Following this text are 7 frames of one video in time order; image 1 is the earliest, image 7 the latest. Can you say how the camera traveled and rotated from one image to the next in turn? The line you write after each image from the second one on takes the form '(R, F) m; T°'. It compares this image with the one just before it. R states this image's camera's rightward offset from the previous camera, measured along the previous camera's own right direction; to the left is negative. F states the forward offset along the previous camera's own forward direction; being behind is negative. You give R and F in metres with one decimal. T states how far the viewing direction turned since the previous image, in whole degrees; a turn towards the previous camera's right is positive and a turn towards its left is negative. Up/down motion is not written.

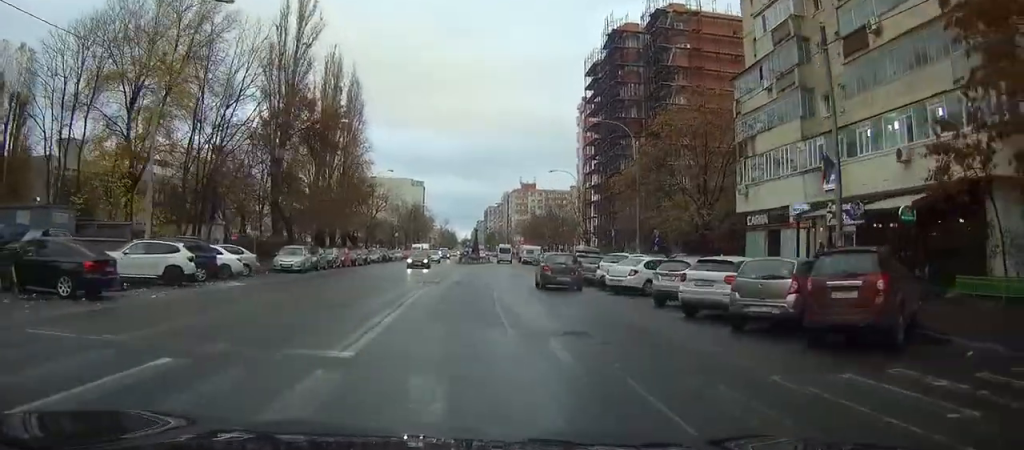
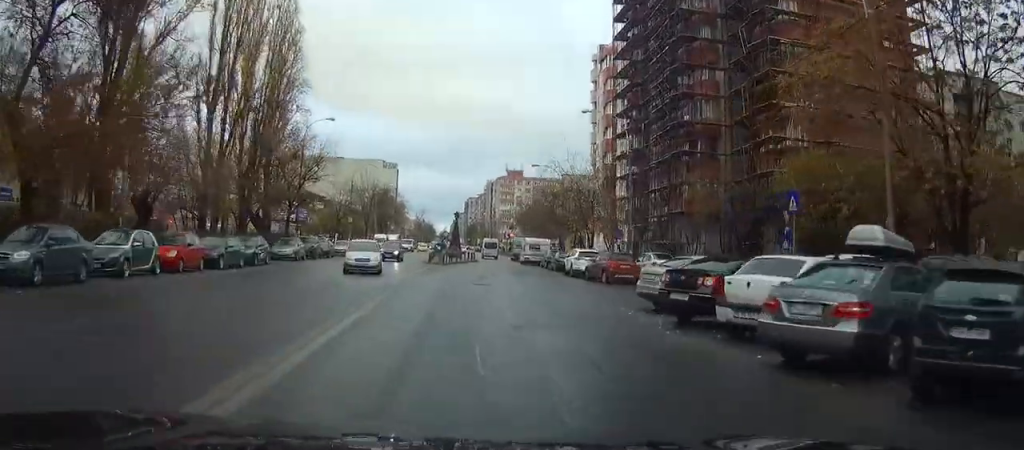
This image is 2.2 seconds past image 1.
(+0.4, +29.9) m; +2°
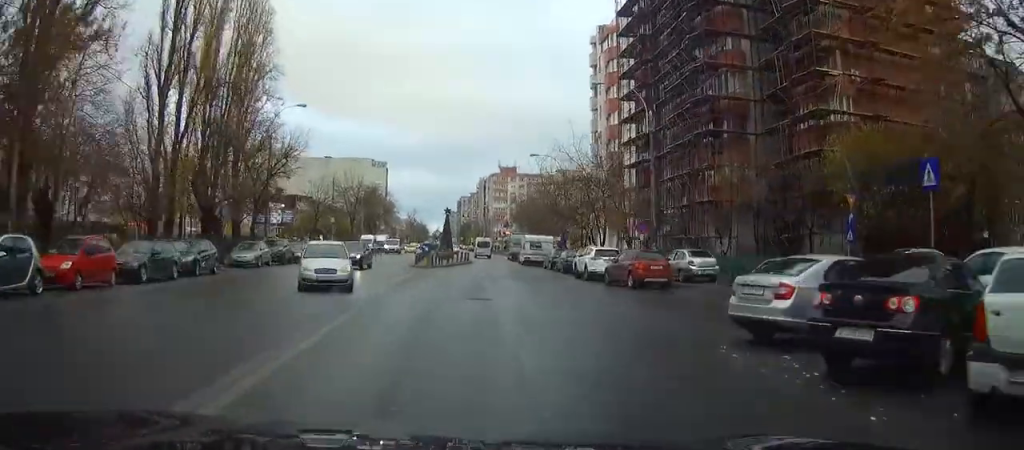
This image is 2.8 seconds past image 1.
(+0.1, +7.2) m; +1°
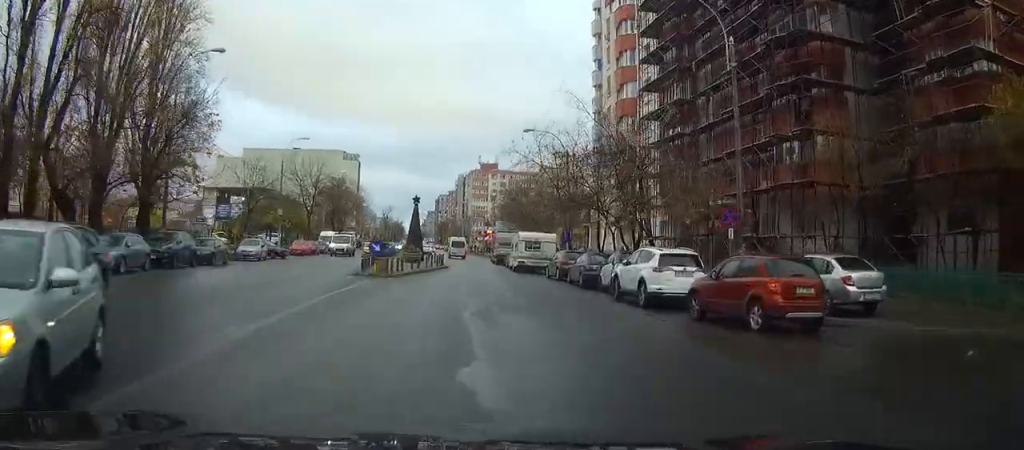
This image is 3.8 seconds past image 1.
(0.0, +14.7) m; +1°
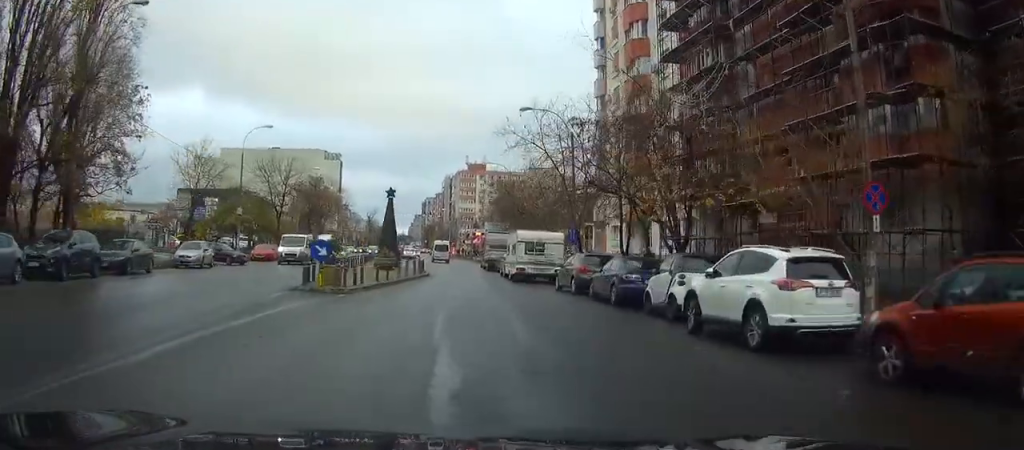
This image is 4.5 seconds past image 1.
(+0.2, +8.8) m; +1°
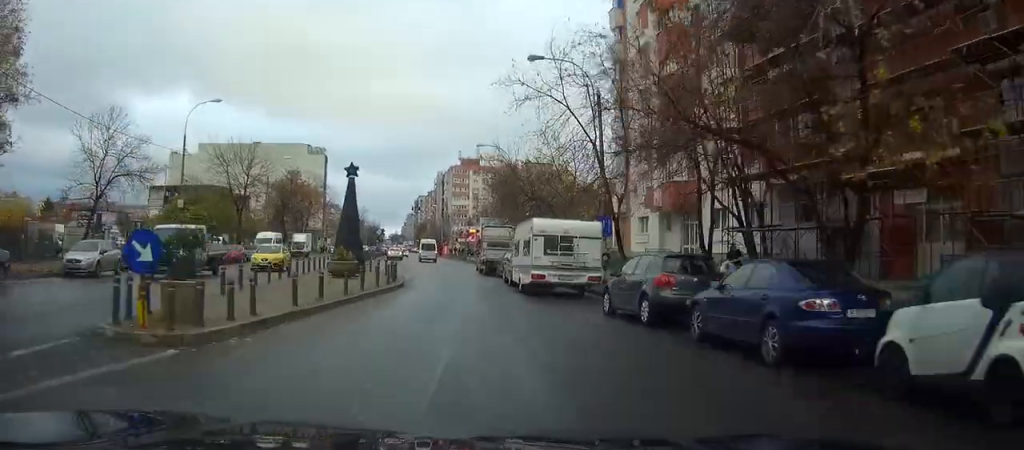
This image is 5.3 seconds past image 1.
(+0.1, +11.5) m; +1°
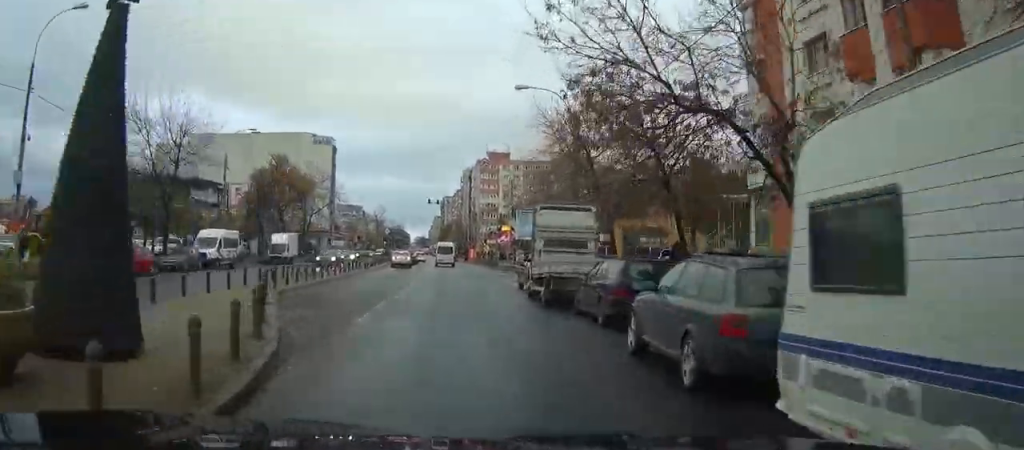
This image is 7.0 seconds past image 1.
(0.0, +22.4) m; -1°
